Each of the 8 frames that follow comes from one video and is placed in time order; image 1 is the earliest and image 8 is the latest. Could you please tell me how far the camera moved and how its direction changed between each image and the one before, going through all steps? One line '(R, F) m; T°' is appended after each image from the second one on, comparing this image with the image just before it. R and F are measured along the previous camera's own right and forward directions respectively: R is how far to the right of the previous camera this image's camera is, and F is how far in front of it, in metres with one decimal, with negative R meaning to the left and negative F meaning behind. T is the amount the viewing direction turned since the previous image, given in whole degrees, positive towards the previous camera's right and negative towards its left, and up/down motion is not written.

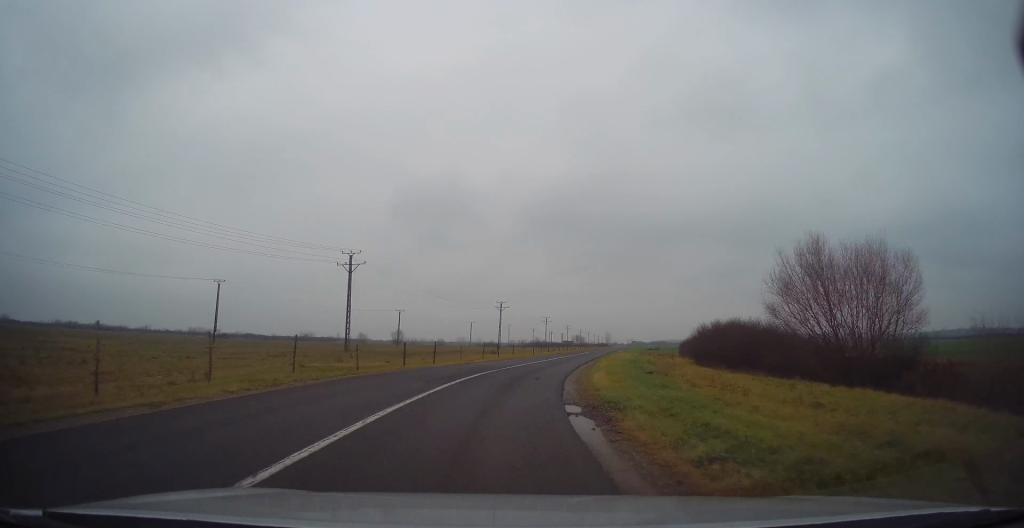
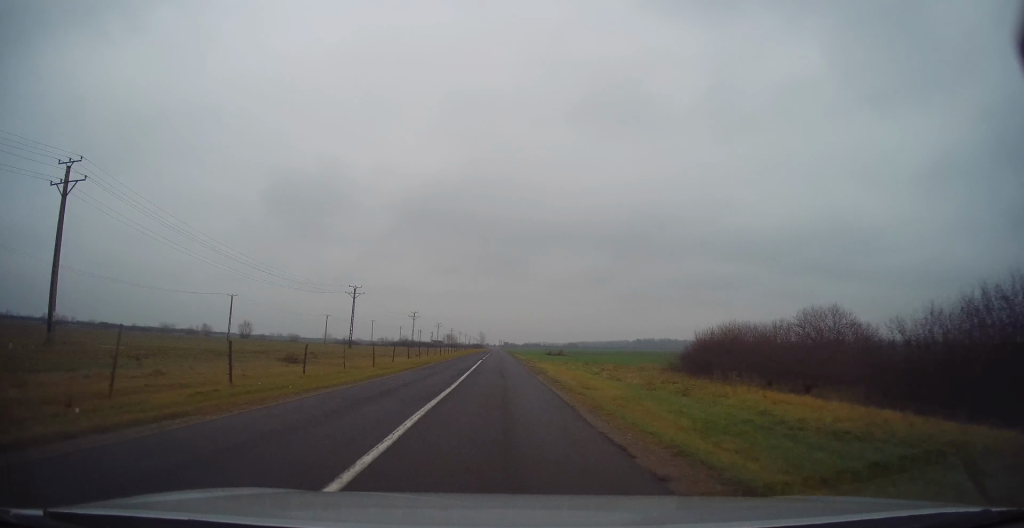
(+3.8, +33.5) m; +11°
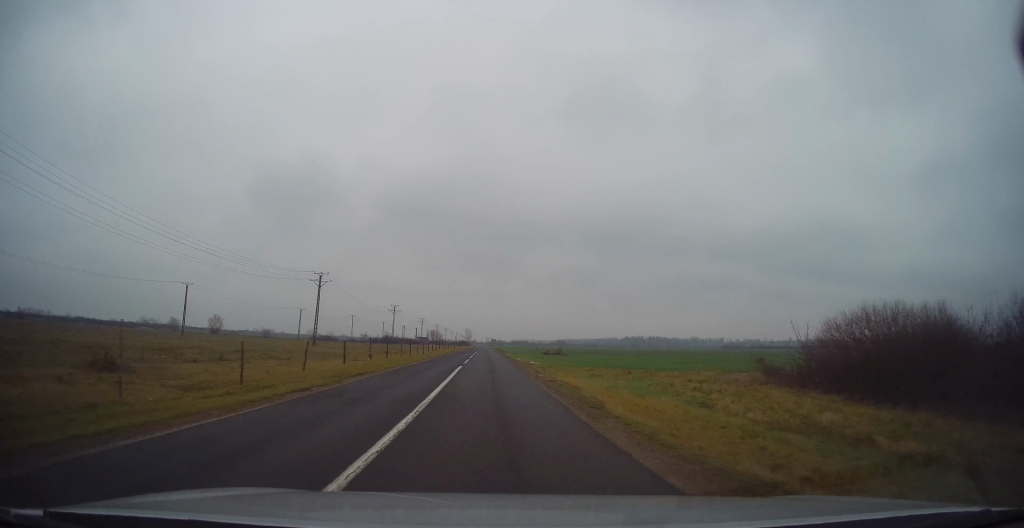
(+0.7, +15.7) m; +2°
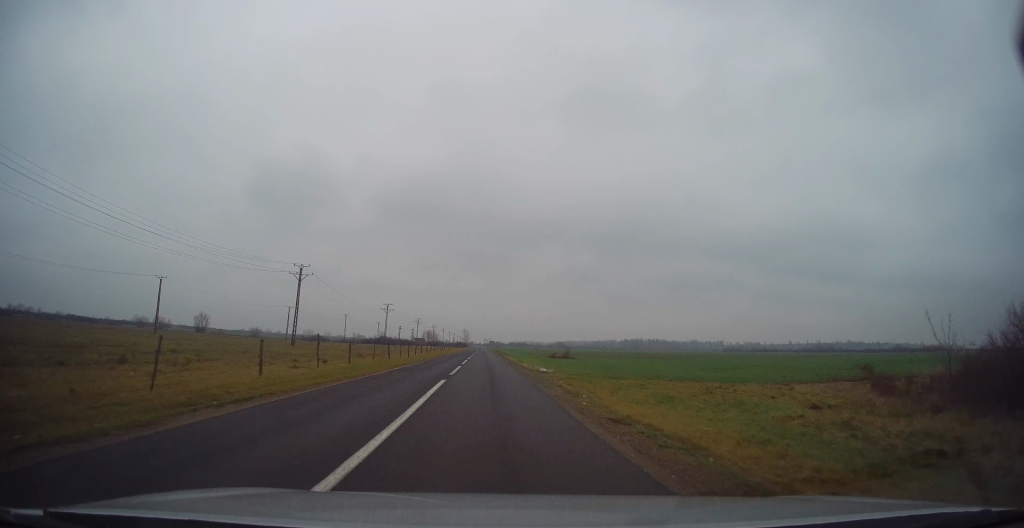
(+0.4, +9.1) m; +1°
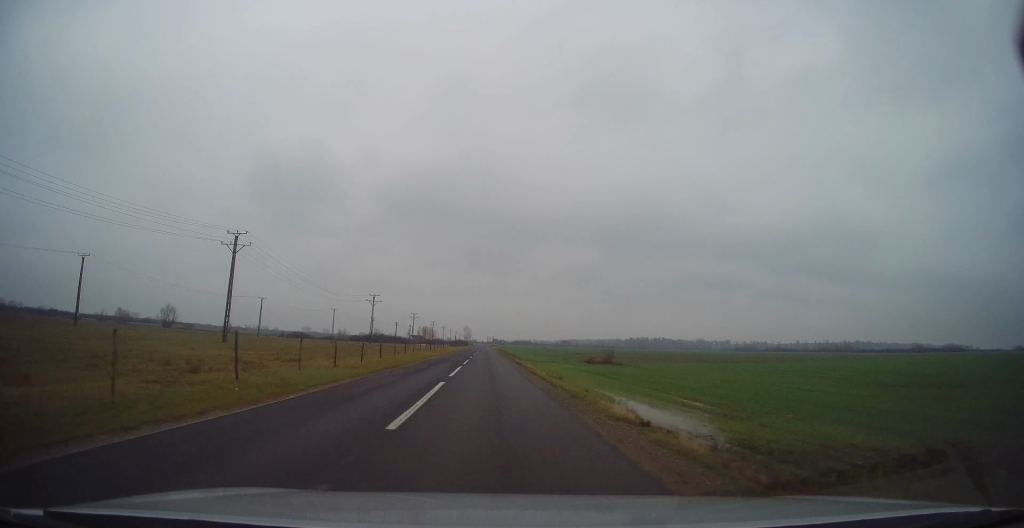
(-0.6, +24.6) m; -1°
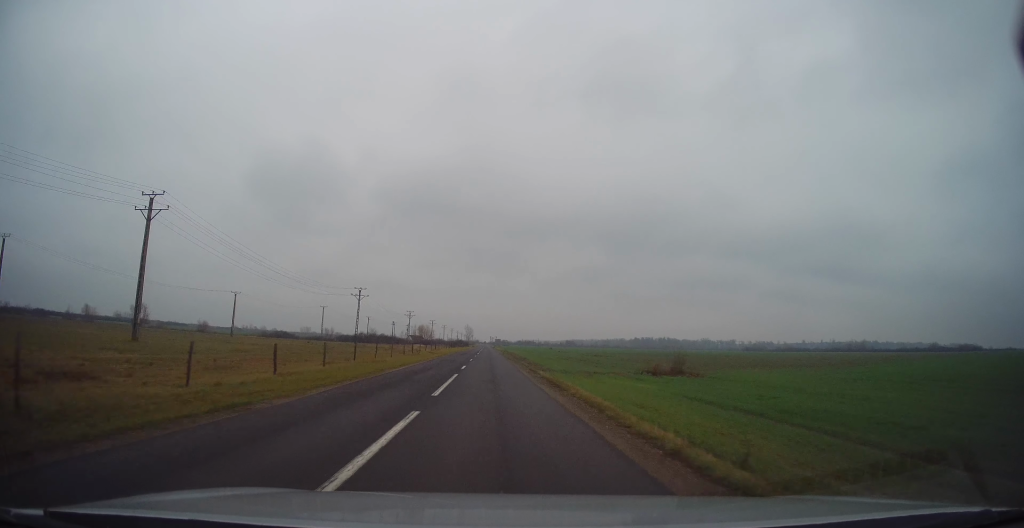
(+0.3, +18.3) m; +1°
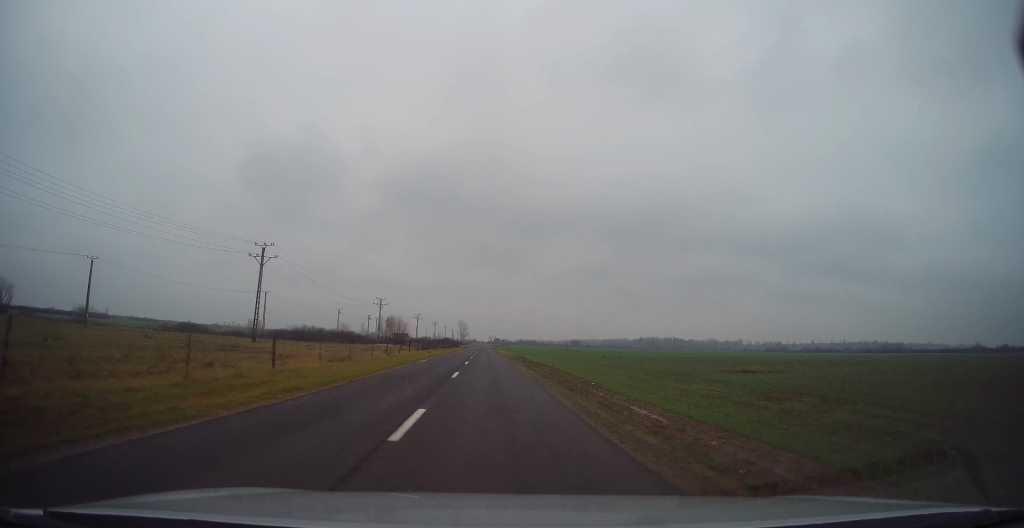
(+0.1, +54.9) m; 0°
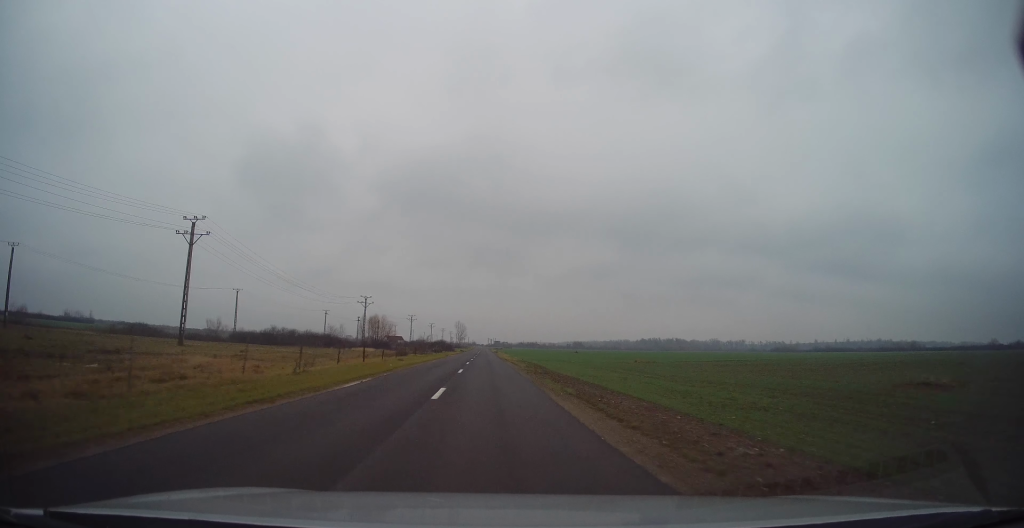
(-0.1, +18.3) m; 0°
